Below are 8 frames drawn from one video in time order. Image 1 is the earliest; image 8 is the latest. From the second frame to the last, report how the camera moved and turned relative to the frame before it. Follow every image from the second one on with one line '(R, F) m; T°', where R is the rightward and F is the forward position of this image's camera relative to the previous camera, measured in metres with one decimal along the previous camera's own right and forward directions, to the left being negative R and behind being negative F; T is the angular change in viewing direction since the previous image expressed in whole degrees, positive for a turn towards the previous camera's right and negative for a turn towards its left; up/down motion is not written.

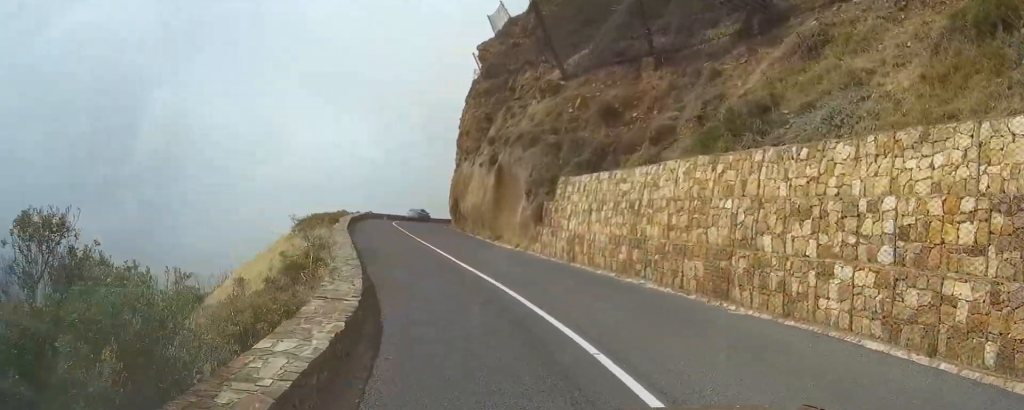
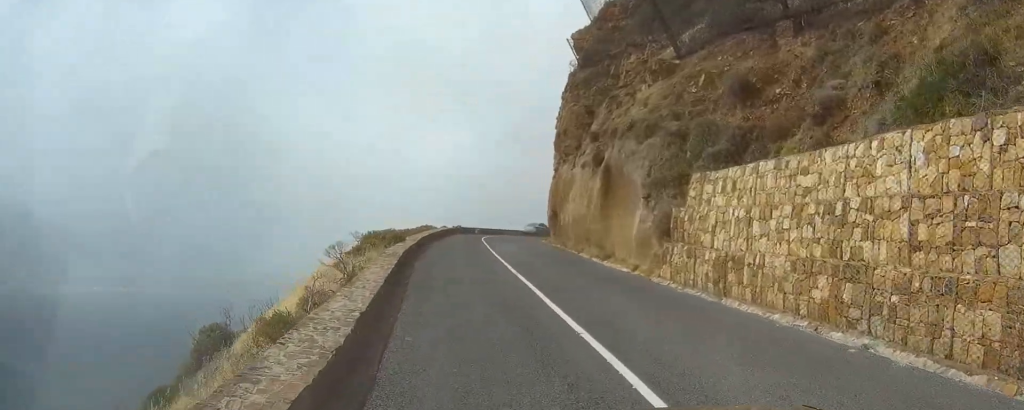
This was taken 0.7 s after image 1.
(+1.8, +7.6) m; -3°
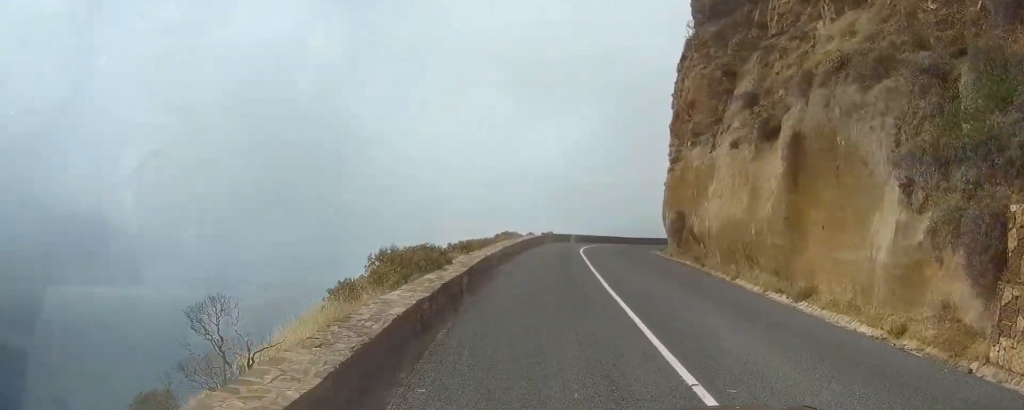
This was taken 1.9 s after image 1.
(-2.6, +11.9) m; -19°
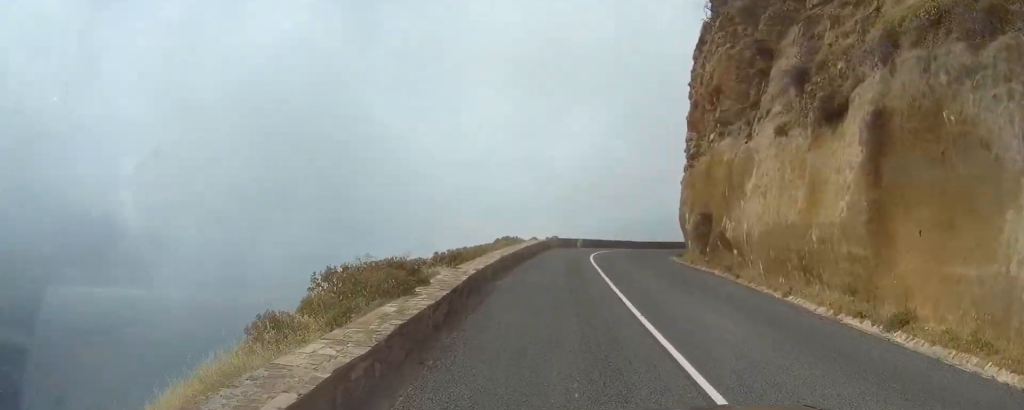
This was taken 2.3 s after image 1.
(-0.1, +4.4) m; -2°
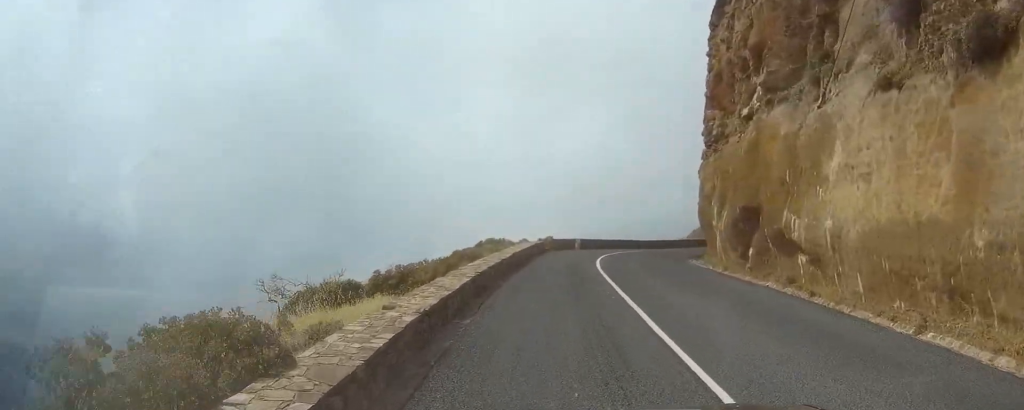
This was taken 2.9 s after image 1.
(-0.1, +7.0) m; -1°
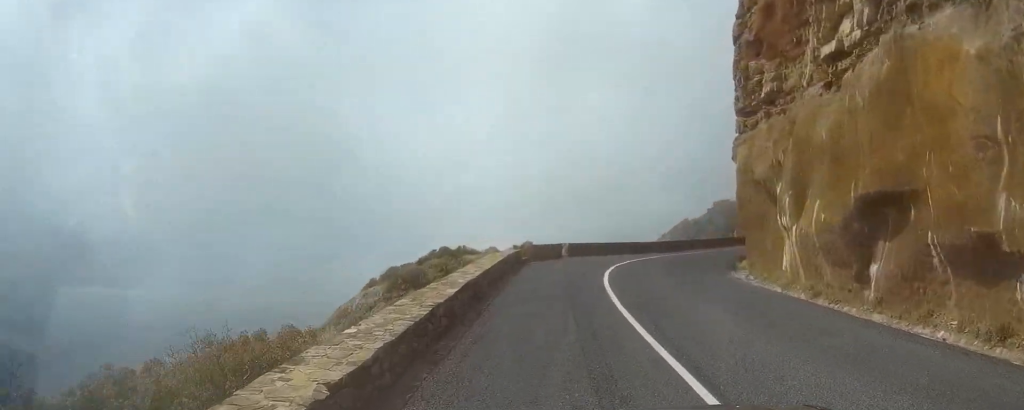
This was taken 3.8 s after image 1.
(0.0, +10.1) m; 0°
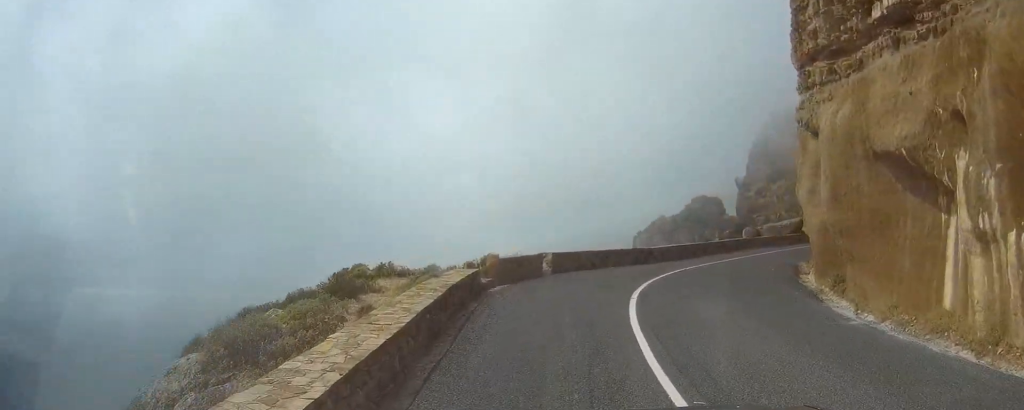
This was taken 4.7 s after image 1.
(0.0, +9.6) m; +5°
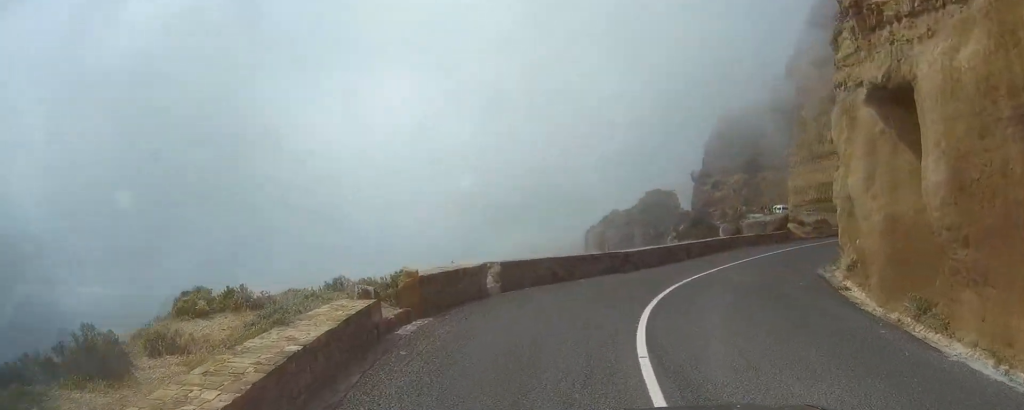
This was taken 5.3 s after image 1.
(+0.3, +6.2) m; +5°
